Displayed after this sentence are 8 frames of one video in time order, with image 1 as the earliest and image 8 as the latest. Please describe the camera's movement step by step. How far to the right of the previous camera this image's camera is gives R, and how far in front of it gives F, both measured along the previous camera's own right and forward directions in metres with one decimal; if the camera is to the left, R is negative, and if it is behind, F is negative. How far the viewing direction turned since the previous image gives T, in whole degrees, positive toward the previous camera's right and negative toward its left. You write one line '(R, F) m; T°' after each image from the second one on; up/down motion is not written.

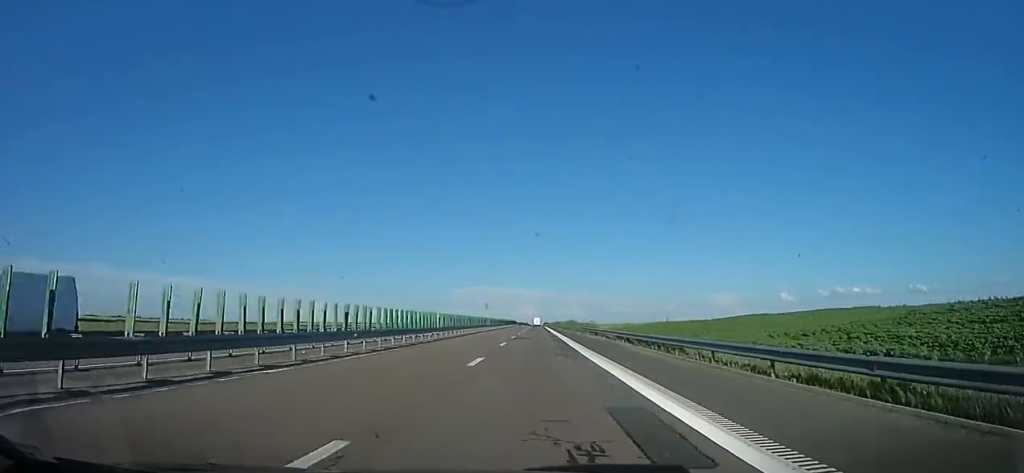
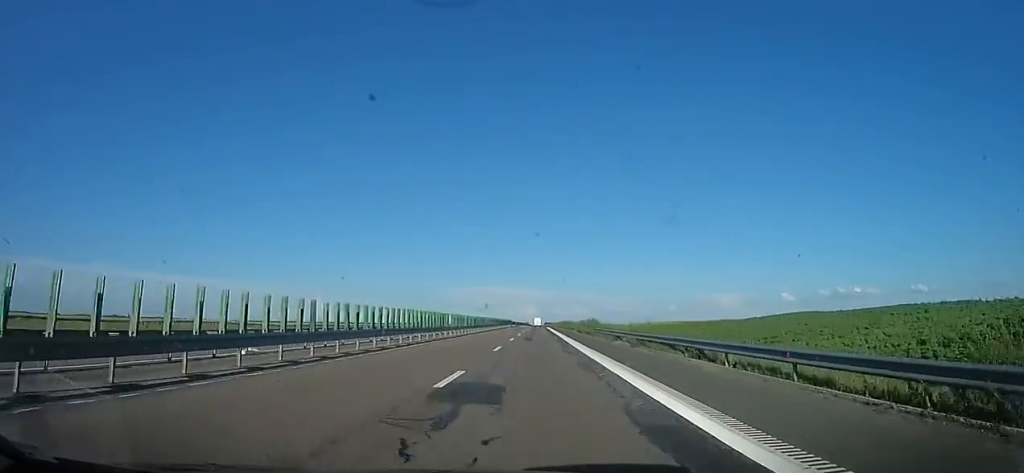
(-0.5, +28.7) m; +1°
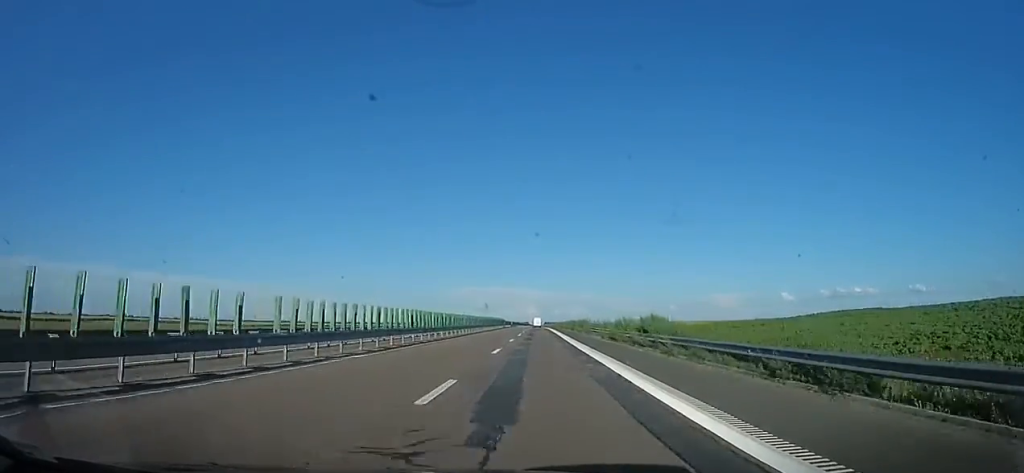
(+0.9, +25.8) m; +1°
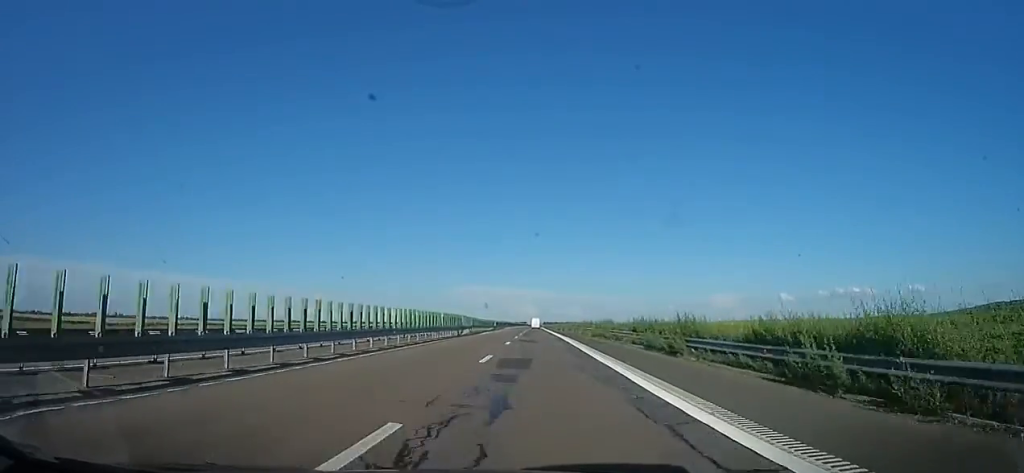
(-0.4, +52.8) m; -1°
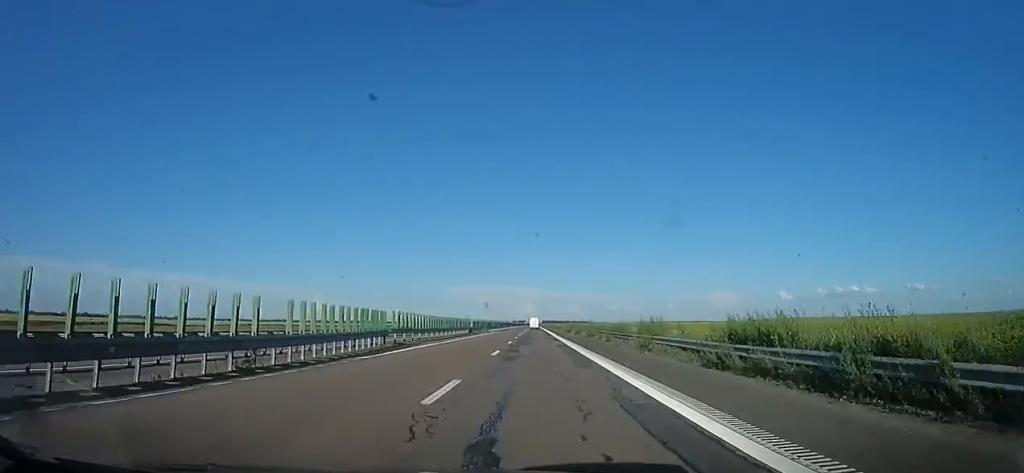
(-0.1, +31.3) m; +1°
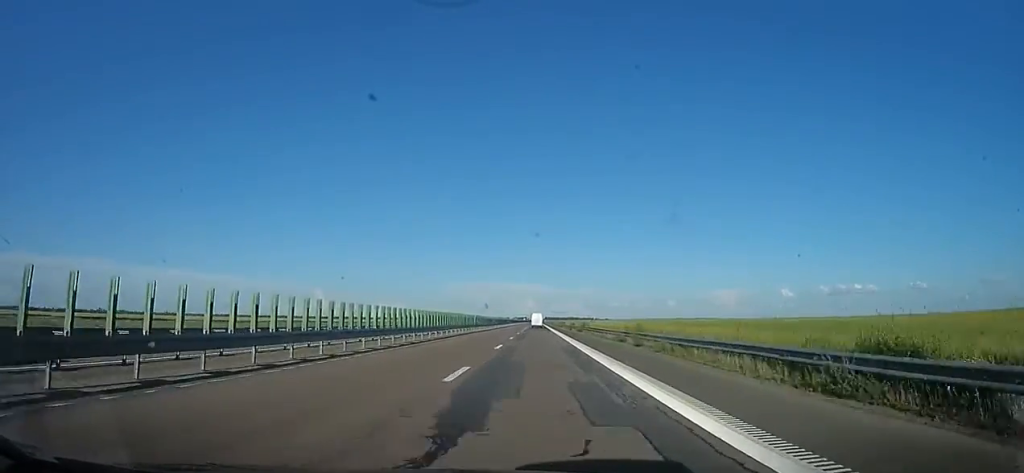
(-1.0, +82.4) m; -1°
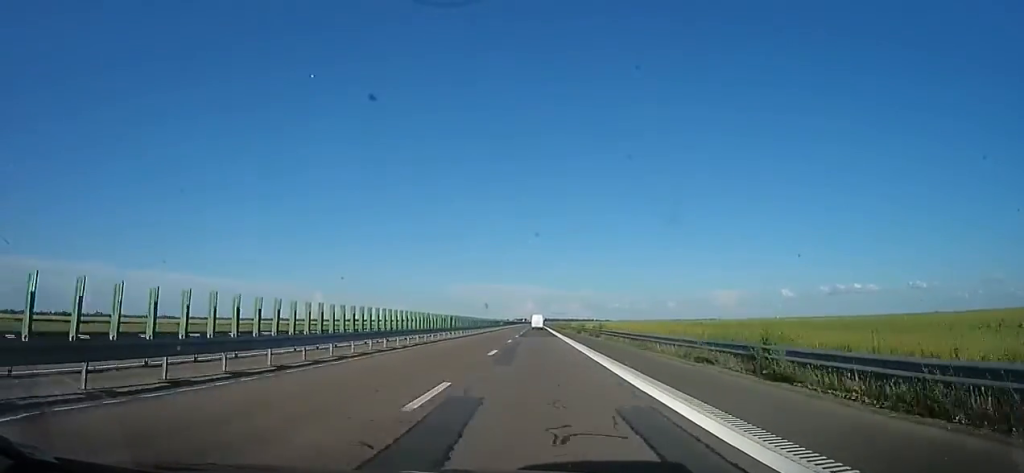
(+0.6, +15.2) m; 0°
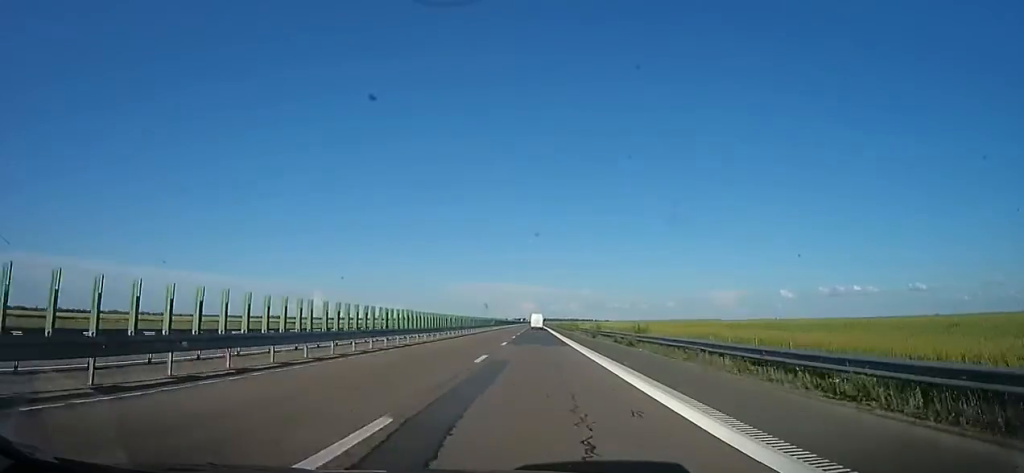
(+0.2, +15.8) m; 0°
